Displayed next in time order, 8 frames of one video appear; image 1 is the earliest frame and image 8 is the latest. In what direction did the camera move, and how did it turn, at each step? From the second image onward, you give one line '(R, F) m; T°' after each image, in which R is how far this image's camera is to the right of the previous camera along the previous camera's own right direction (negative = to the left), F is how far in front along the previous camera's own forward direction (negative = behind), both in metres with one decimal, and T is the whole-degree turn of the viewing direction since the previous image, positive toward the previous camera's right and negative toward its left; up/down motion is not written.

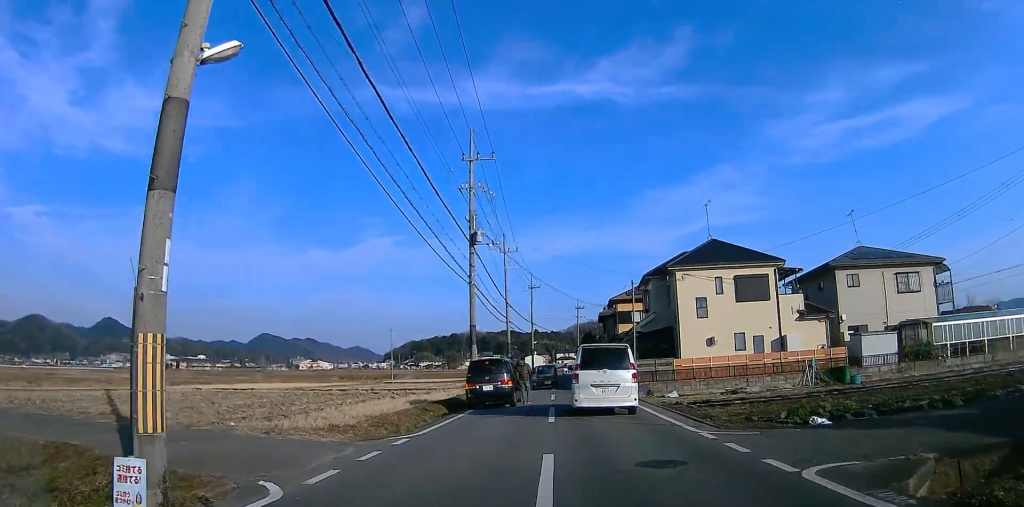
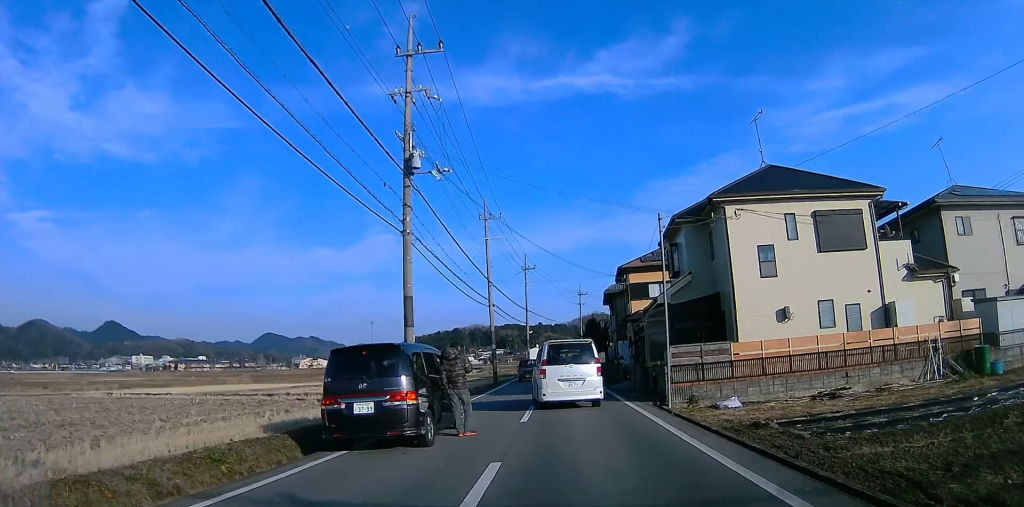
(-1.0, +11.4) m; -8°
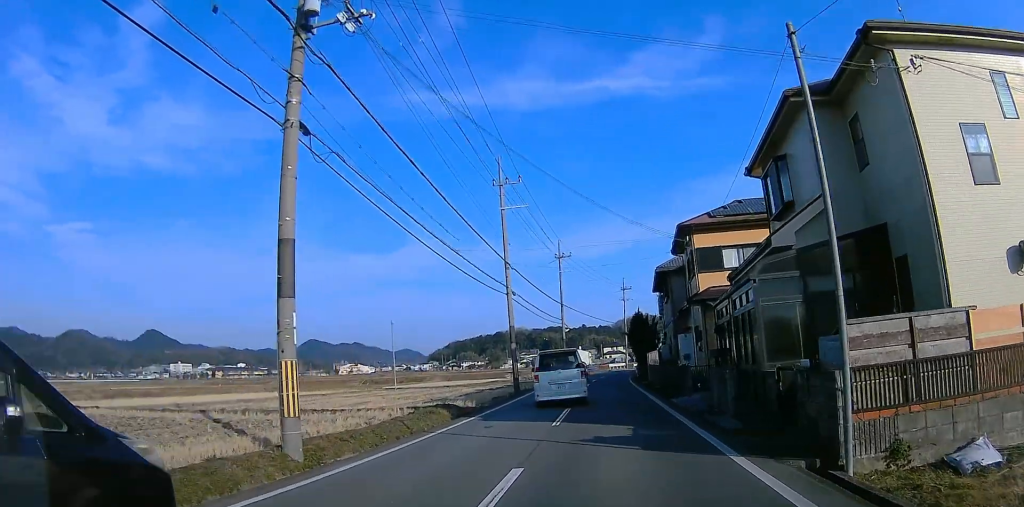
(0.0, +10.9) m; 0°
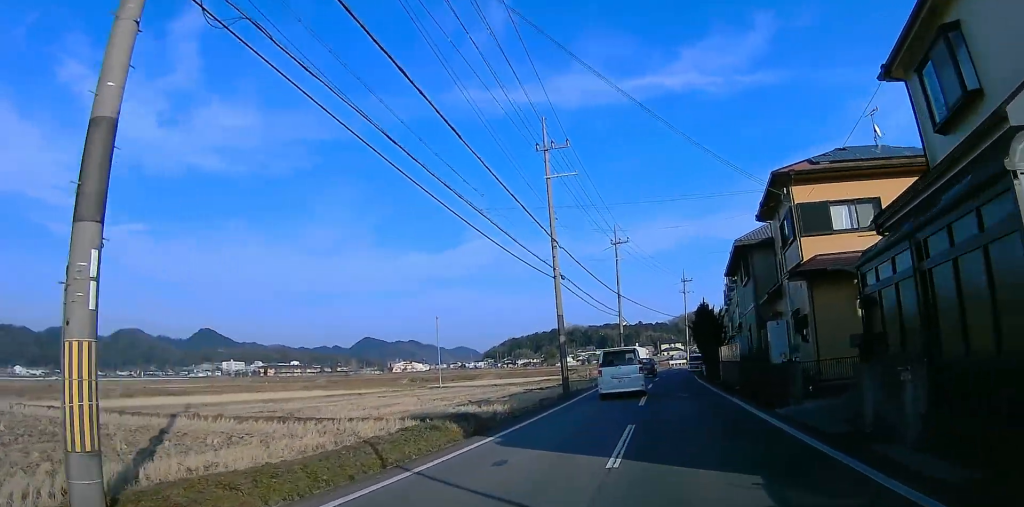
(0.0, +5.8) m; -1°
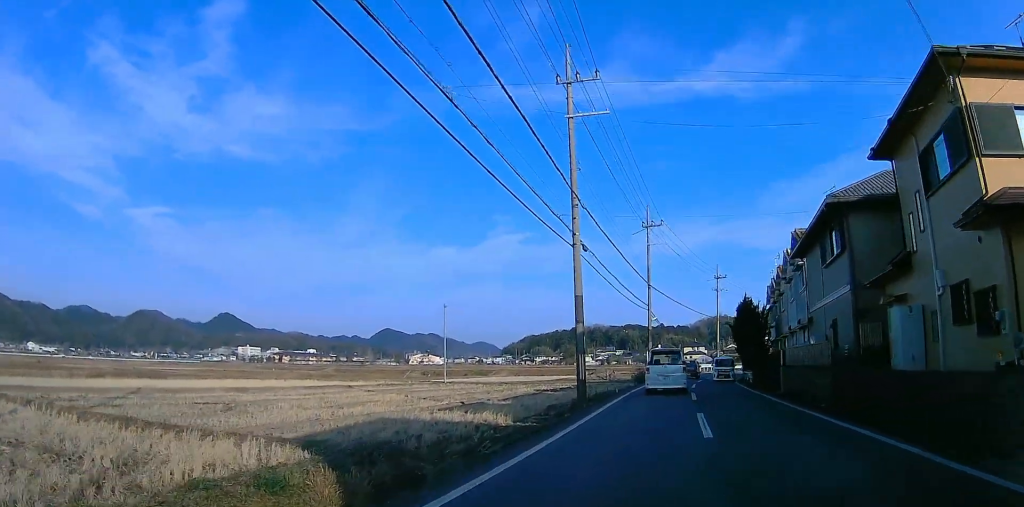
(-0.1, +7.1) m; -4°
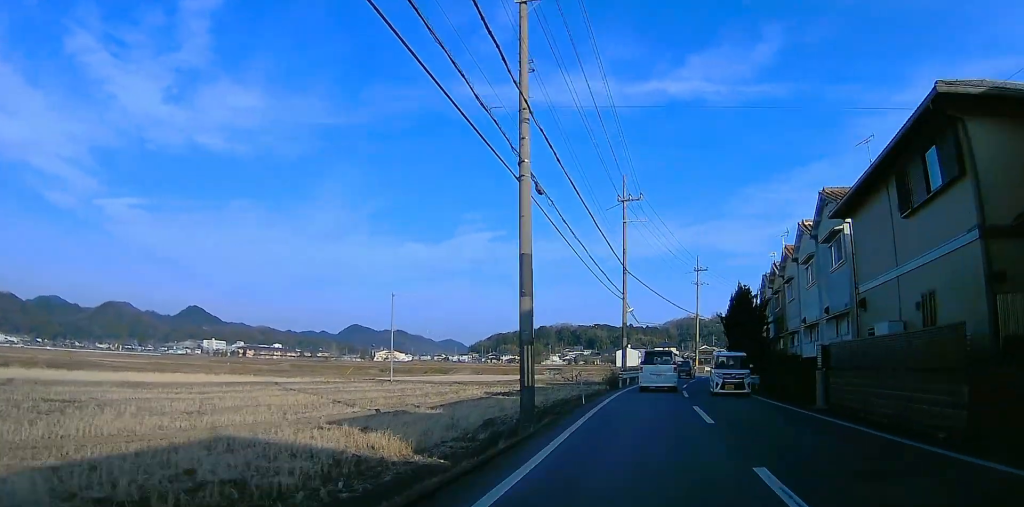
(-0.3, +7.3) m; -5°
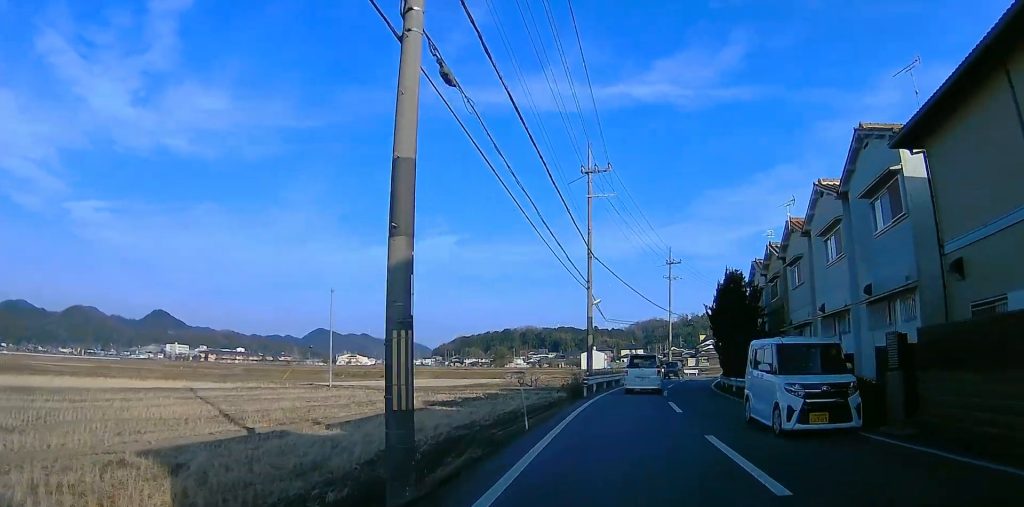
(-0.8, +6.5) m; +2°
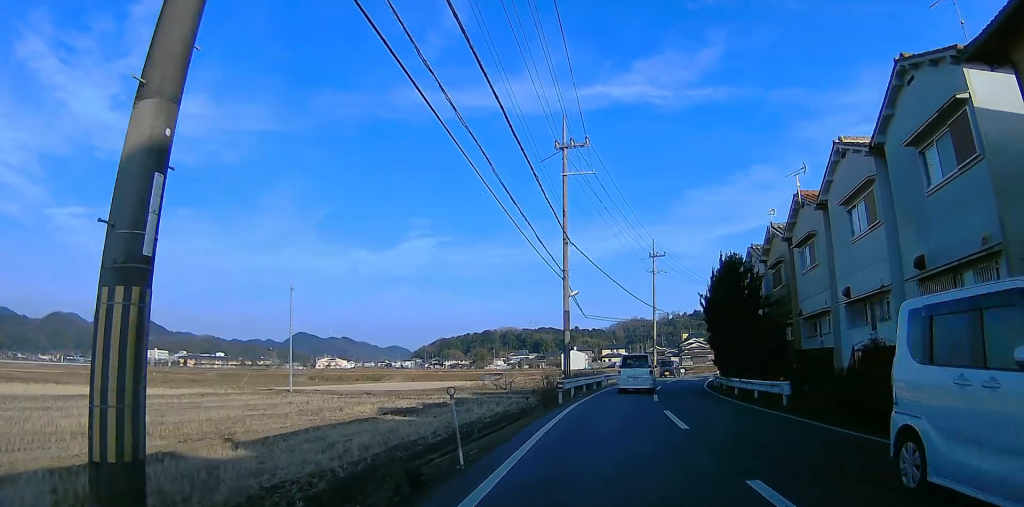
(+0.5, +4.2) m; +3°
